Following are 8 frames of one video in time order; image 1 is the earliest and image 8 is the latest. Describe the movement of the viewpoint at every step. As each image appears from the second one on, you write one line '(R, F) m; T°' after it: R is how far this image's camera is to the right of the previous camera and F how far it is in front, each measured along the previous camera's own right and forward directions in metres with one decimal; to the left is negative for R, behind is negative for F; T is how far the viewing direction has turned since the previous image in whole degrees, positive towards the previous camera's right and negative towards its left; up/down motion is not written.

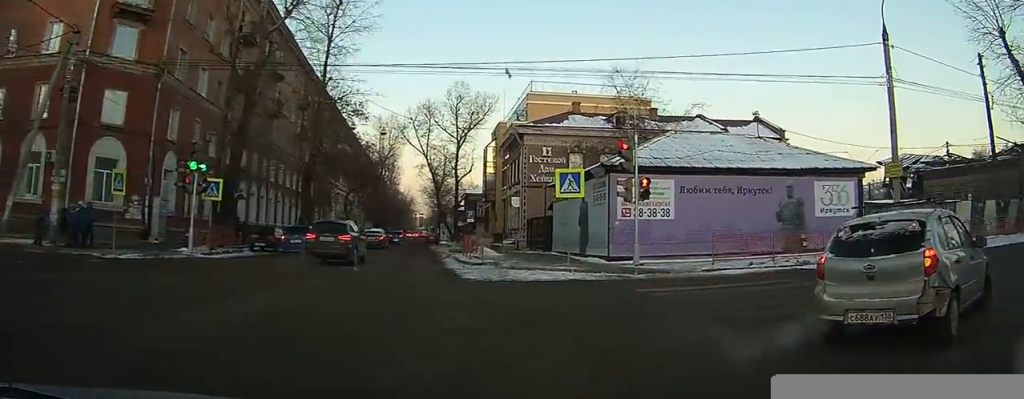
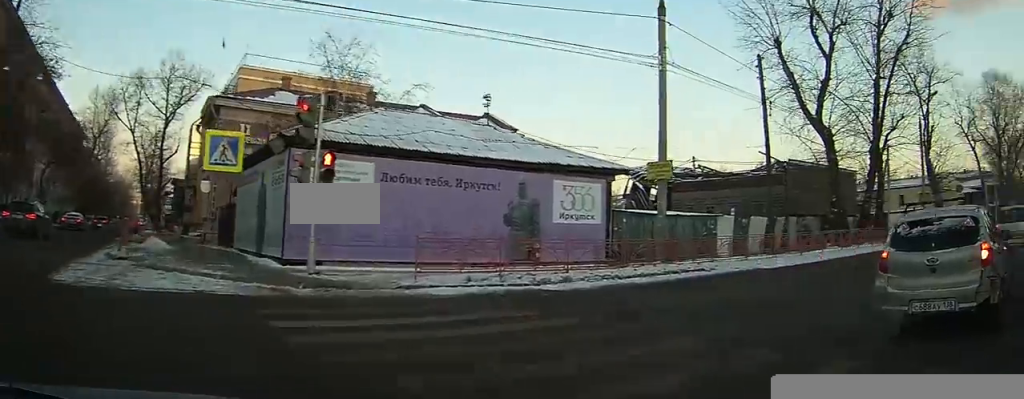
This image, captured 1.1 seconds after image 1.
(+0.7, +5.7) m; +17°
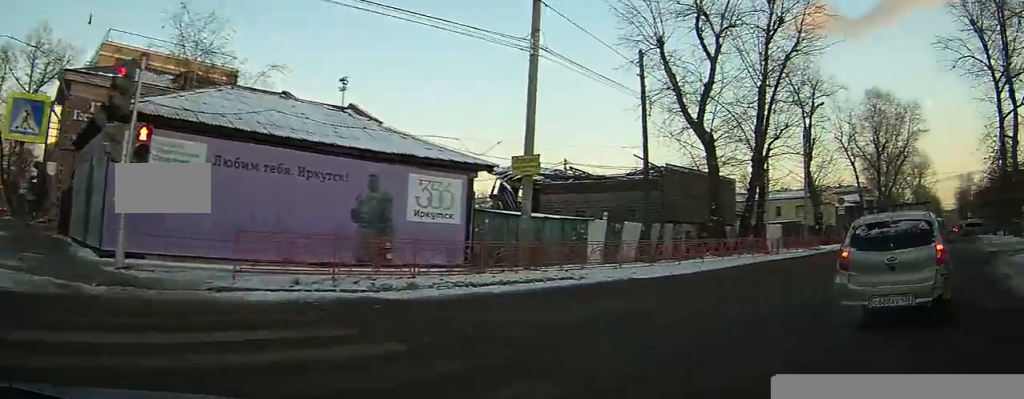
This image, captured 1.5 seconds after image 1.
(0.0, +2.3) m; +8°
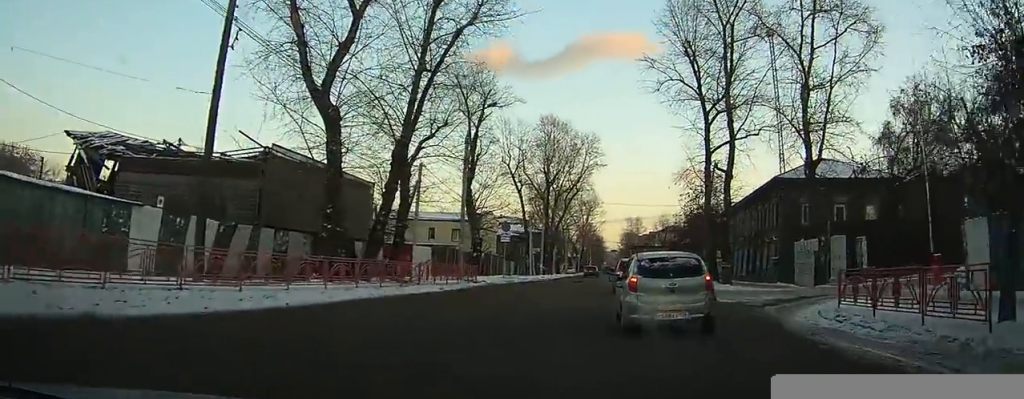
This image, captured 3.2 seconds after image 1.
(+2.8, +8.6) m; +34°
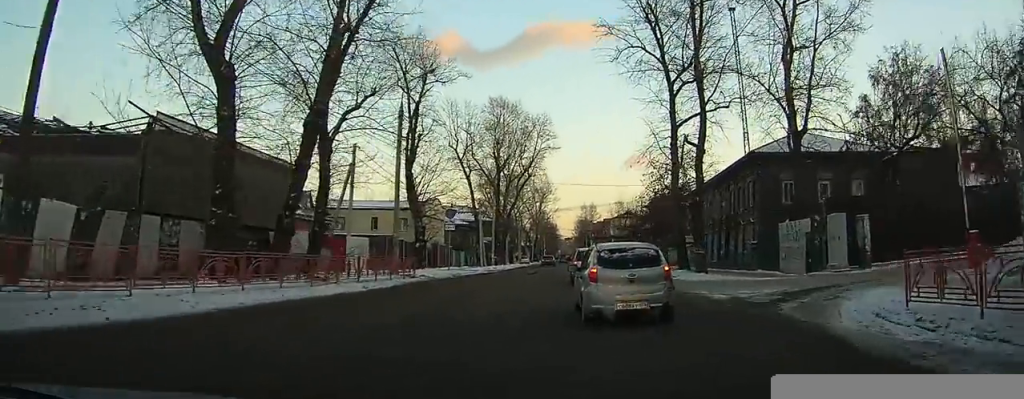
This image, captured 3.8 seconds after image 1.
(+0.4, +3.7) m; +10°
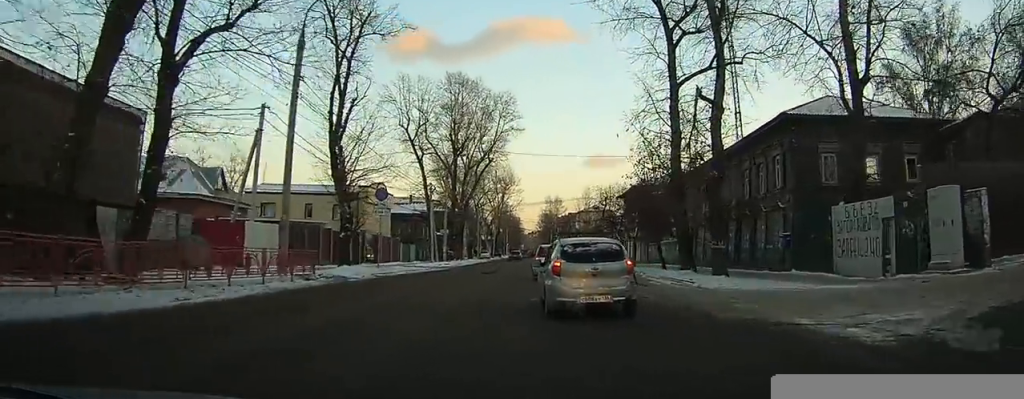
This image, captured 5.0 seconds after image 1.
(+0.9, +7.7) m; +9°
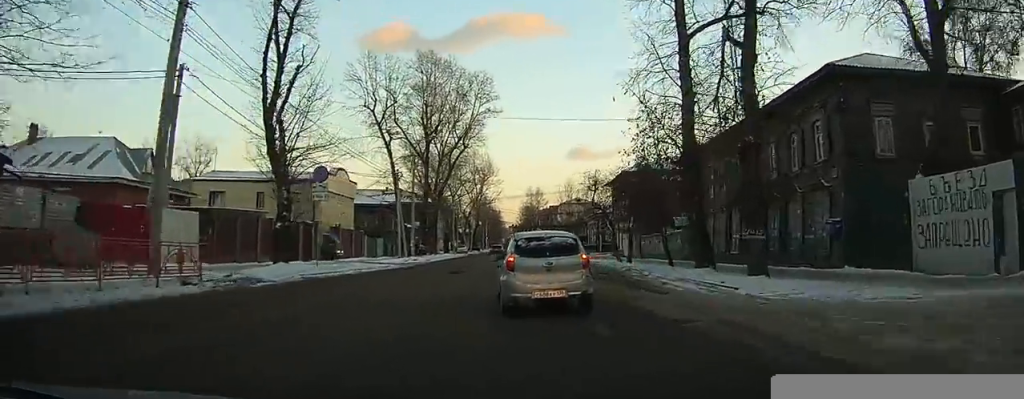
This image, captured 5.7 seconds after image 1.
(+0.1, +5.3) m; +2°
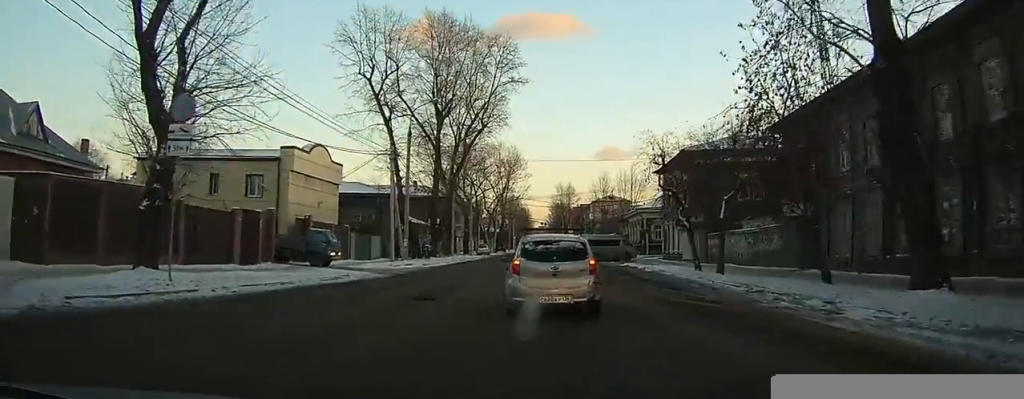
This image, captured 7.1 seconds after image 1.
(+0.3, +11.4) m; 0°
